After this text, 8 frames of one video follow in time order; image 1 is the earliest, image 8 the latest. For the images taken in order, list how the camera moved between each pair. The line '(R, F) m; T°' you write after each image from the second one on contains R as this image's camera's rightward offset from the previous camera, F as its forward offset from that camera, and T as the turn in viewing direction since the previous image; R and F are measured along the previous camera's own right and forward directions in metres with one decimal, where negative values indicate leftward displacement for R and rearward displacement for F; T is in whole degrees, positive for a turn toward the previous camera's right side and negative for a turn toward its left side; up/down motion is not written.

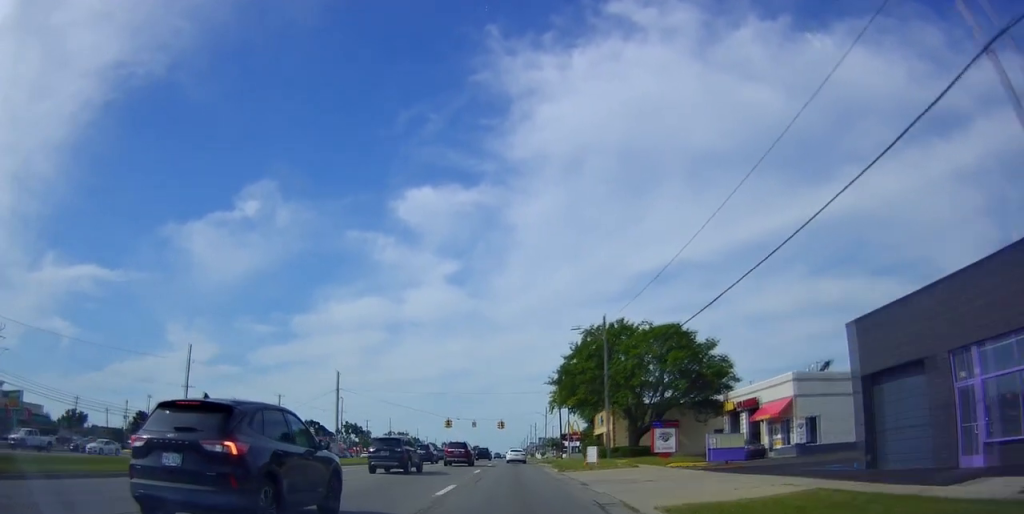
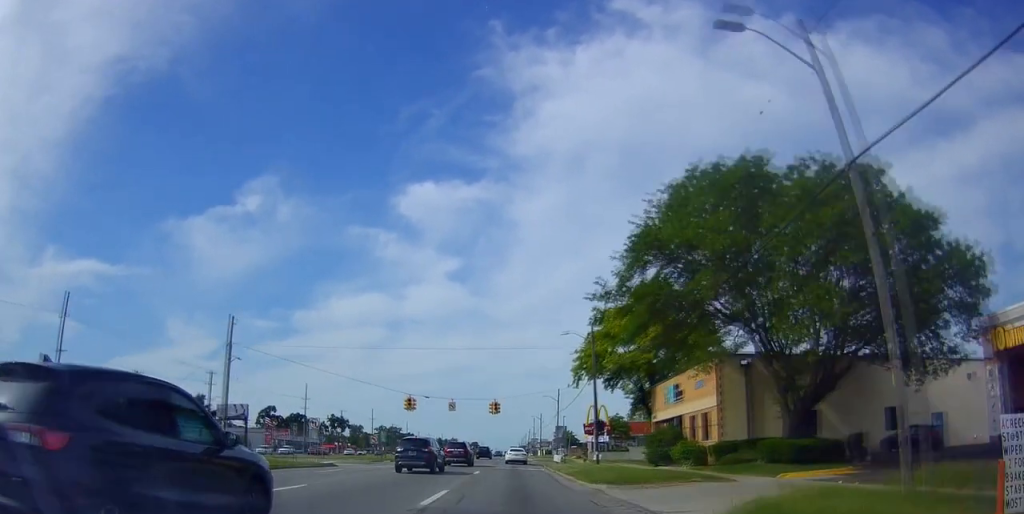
(+1.2, +31.9) m; 0°
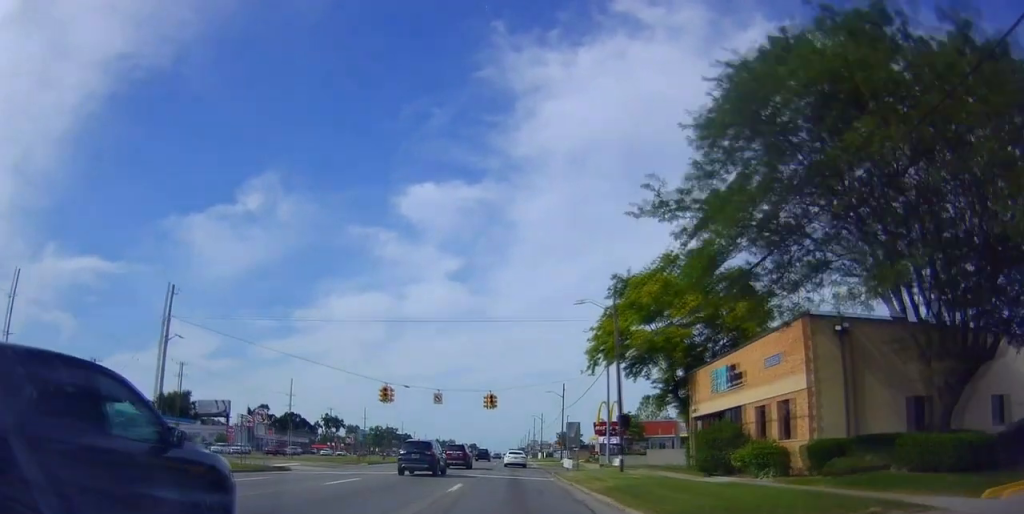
(-0.1, +10.1) m; -1°
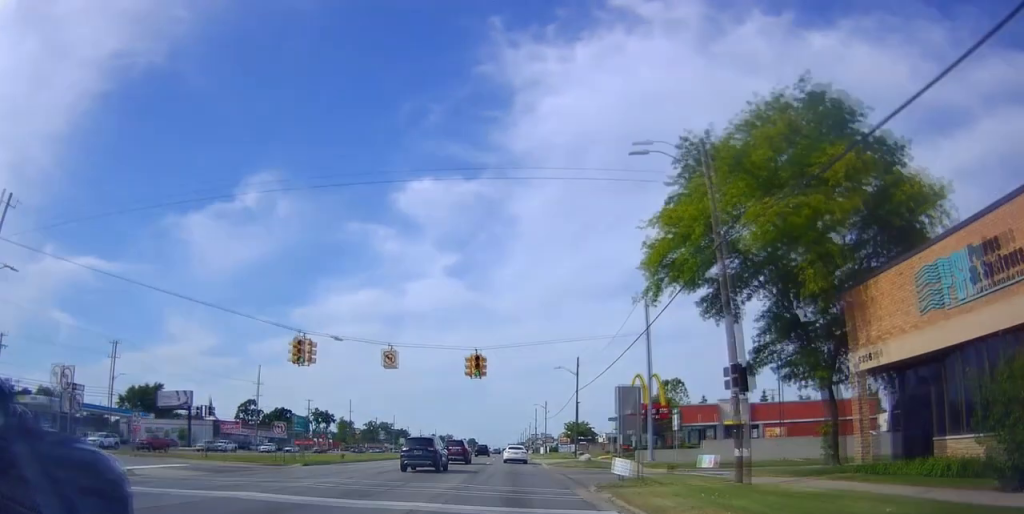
(-0.3, +18.3) m; 0°
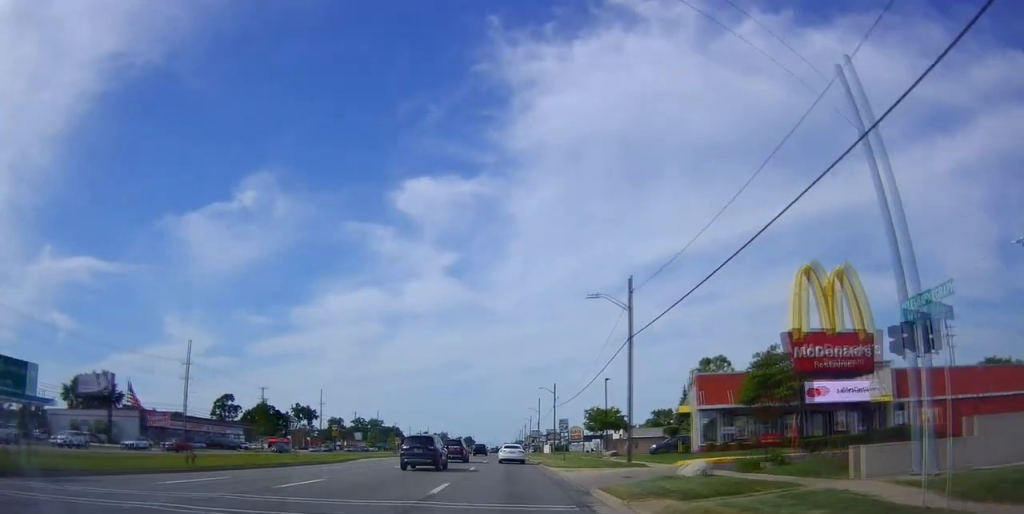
(+0.4, +28.6) m; +1°
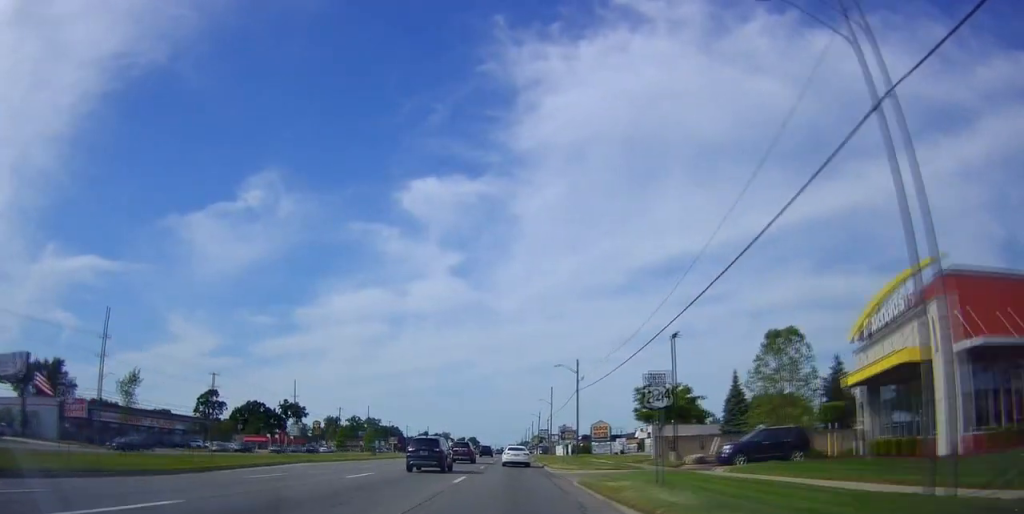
(+0.4, +25.4) m; +1°
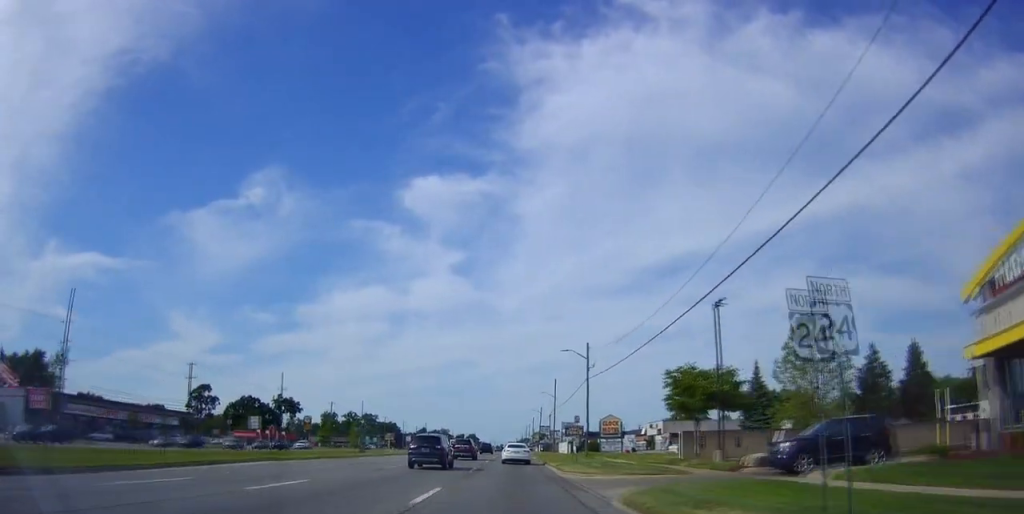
(+0.1, +8.5) m; -1°
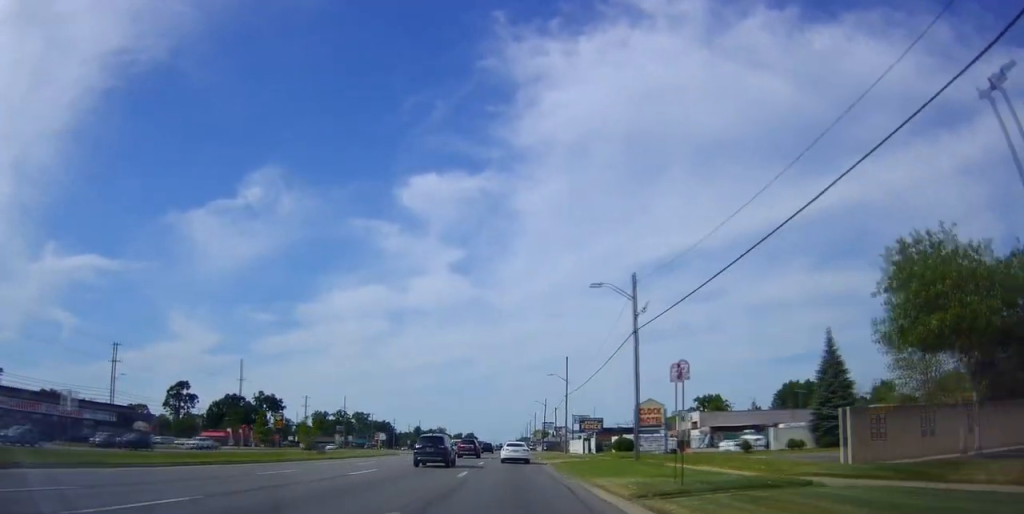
(-0.8, +22.2) m; -1°
